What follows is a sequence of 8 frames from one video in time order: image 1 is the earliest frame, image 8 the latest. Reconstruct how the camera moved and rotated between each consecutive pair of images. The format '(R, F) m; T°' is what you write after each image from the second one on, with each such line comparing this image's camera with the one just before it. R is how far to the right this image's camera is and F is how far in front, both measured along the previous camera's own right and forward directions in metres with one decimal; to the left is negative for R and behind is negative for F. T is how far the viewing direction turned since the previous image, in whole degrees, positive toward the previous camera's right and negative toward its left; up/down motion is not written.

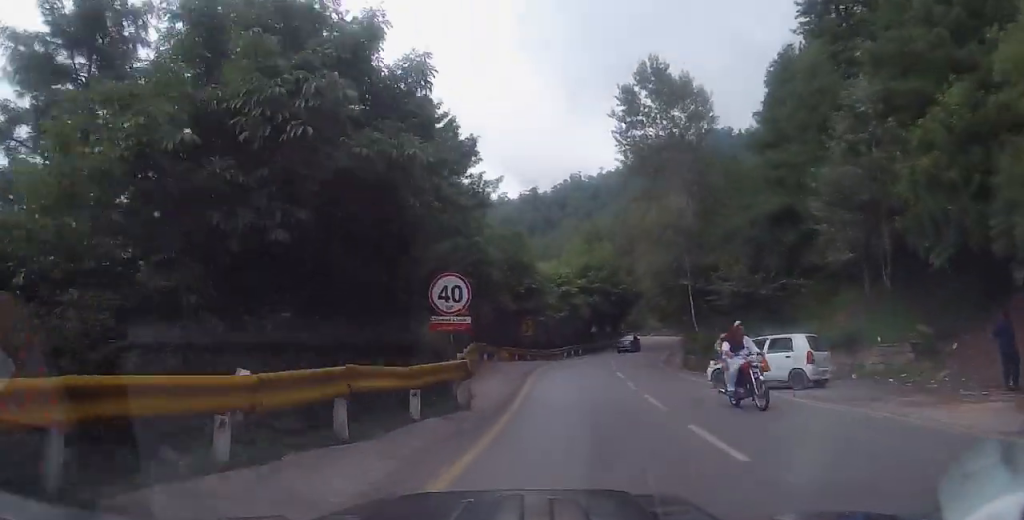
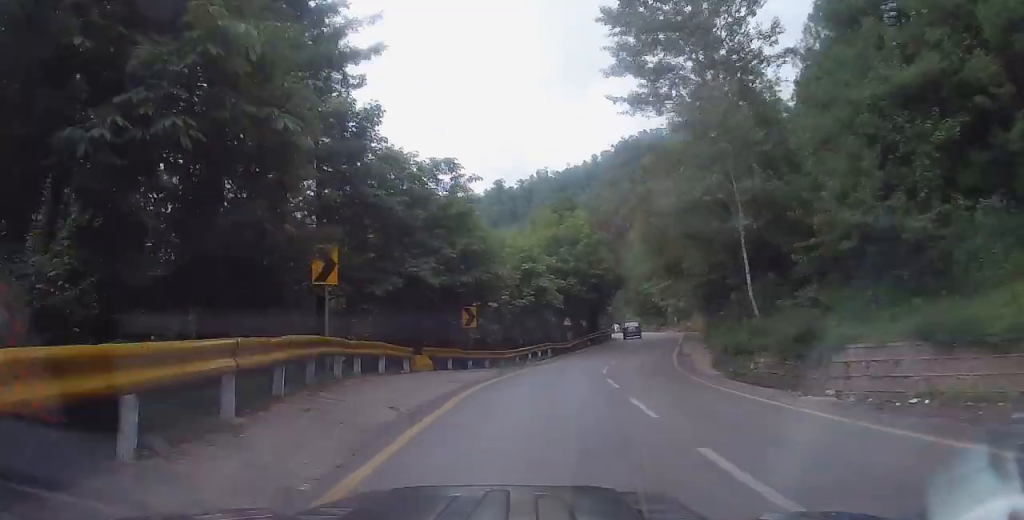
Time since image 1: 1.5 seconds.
(+0.5, +14.4) m; +3°
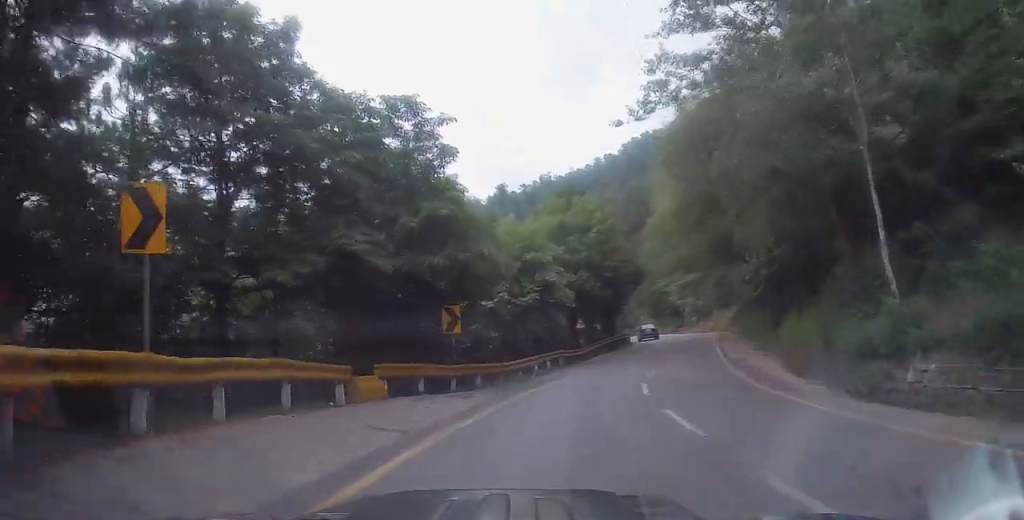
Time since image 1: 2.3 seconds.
(+0.2, +7.5) m; 0°
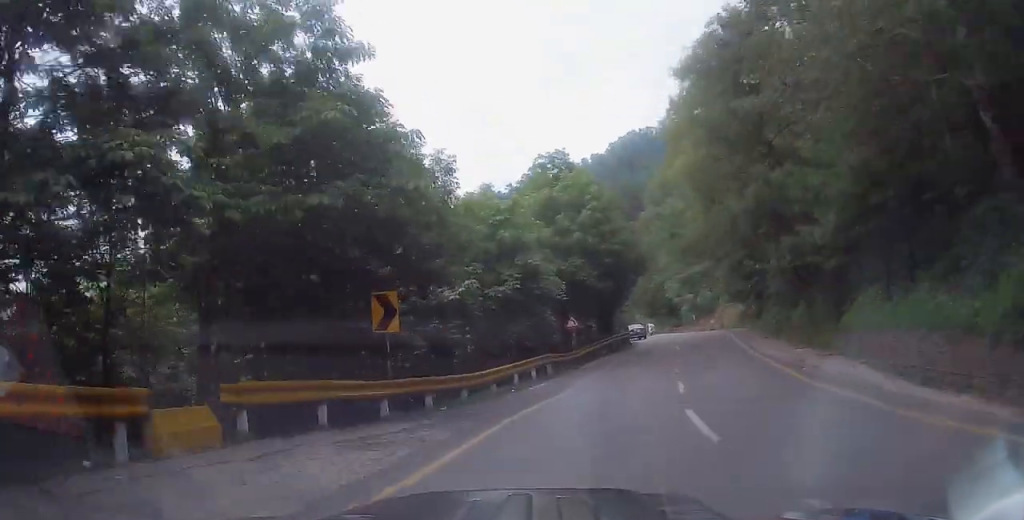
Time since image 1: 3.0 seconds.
(-0.4, +6.9) m; 0°
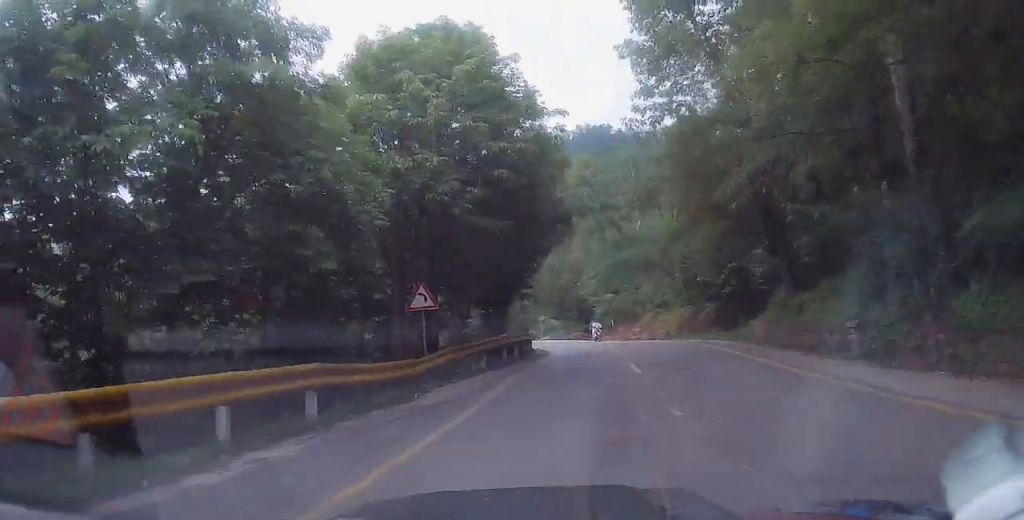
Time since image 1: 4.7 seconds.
(+1.6, +17.0) m; +8°
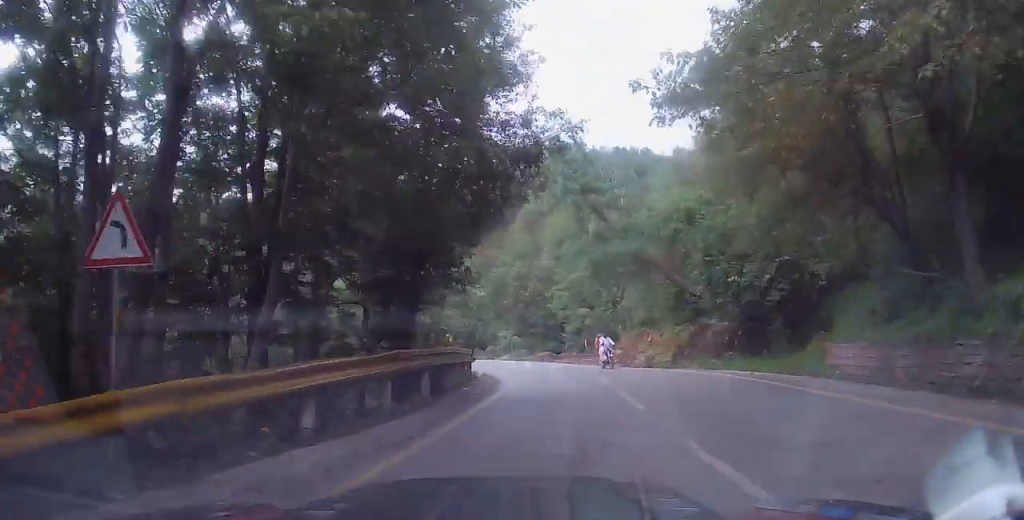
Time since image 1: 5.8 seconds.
(+0.1, +11.0) m; +3°
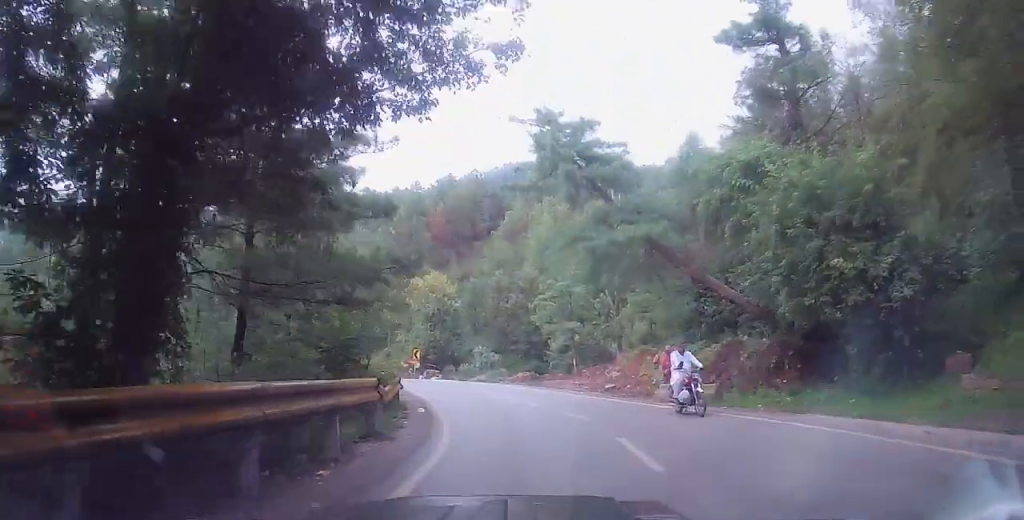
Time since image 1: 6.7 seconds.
(+0.3, +8.8) m; 0°
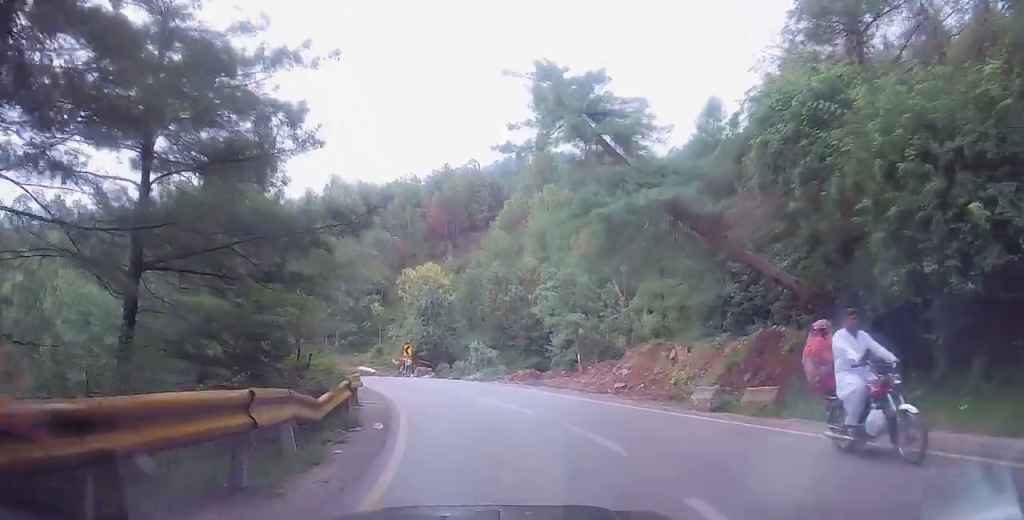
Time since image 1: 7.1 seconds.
(+0.2, +4.5) m; -1°
